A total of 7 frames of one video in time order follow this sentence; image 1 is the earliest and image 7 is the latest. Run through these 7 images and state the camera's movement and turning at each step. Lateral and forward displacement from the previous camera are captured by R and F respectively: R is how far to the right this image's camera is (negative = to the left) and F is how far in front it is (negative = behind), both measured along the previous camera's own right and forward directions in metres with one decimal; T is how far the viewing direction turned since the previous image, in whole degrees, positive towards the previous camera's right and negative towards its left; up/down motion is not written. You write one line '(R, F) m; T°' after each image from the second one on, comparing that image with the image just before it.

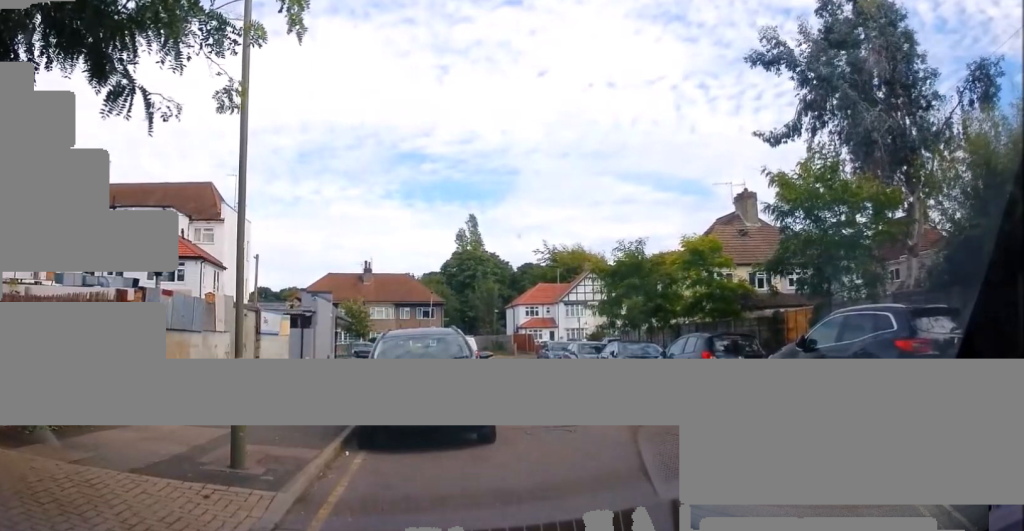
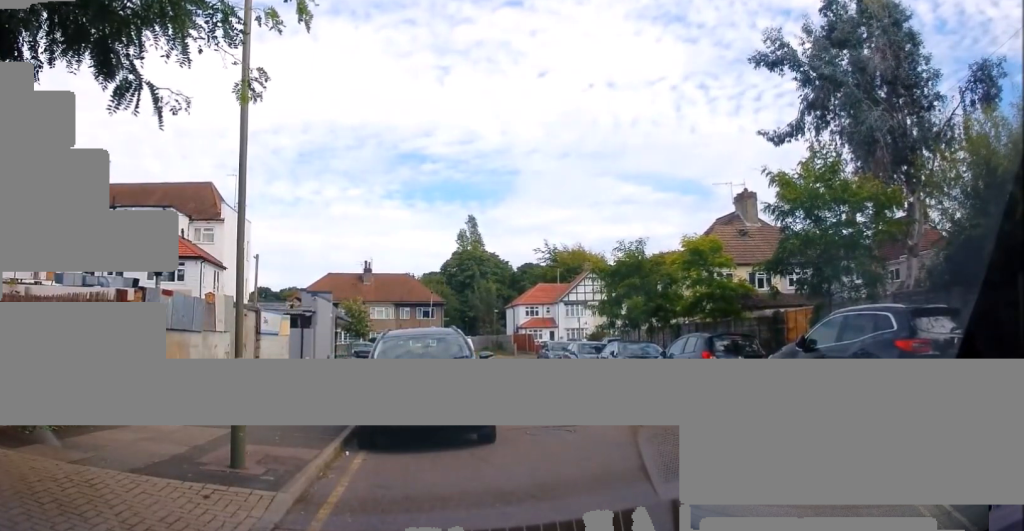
(0.0, 0.0) m; 0°
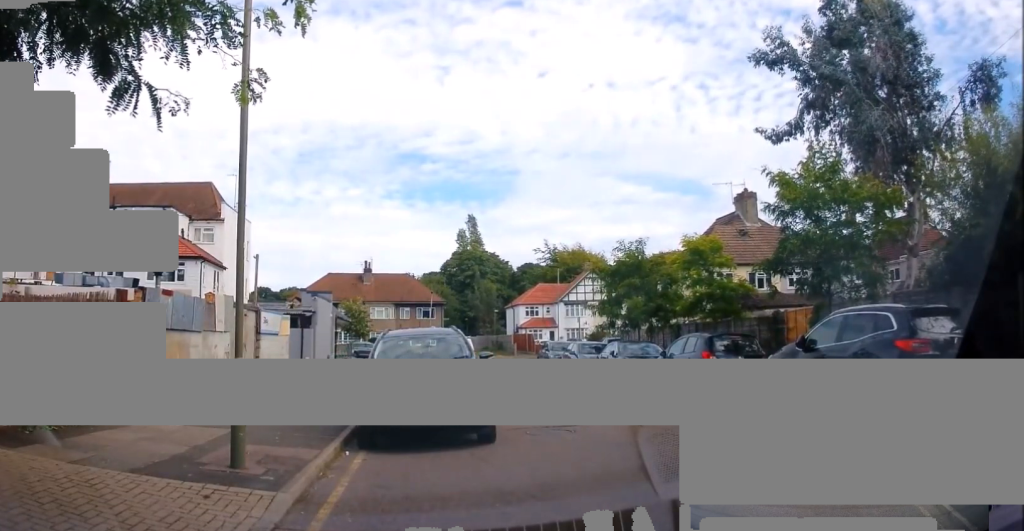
(0.0, 0.0) m; 0°
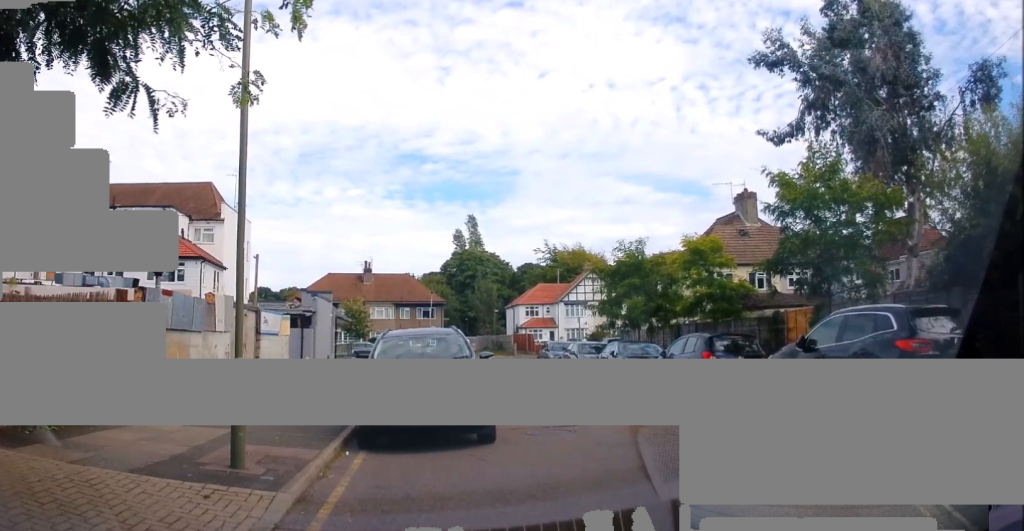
(0.0, 0.0) m; 0°
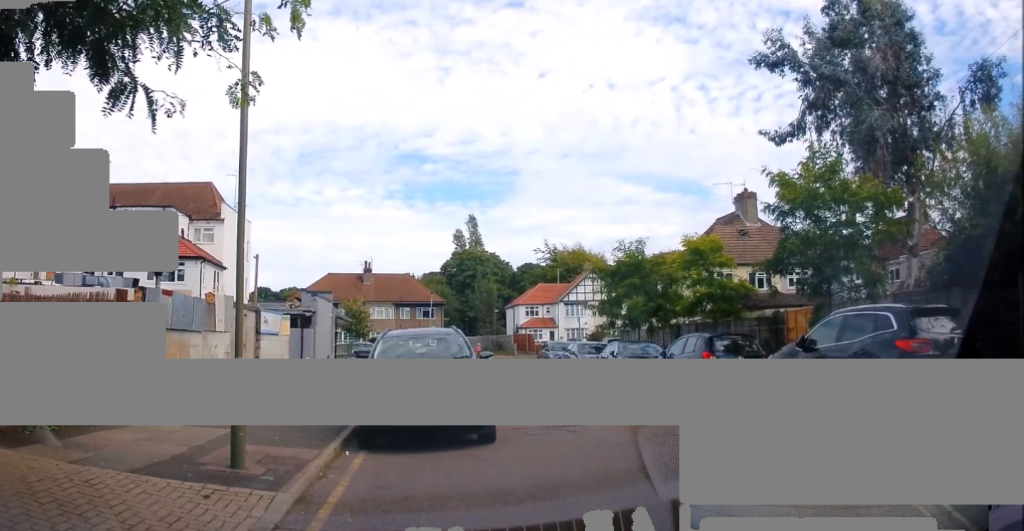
(0.0, 0.0) m; 0°
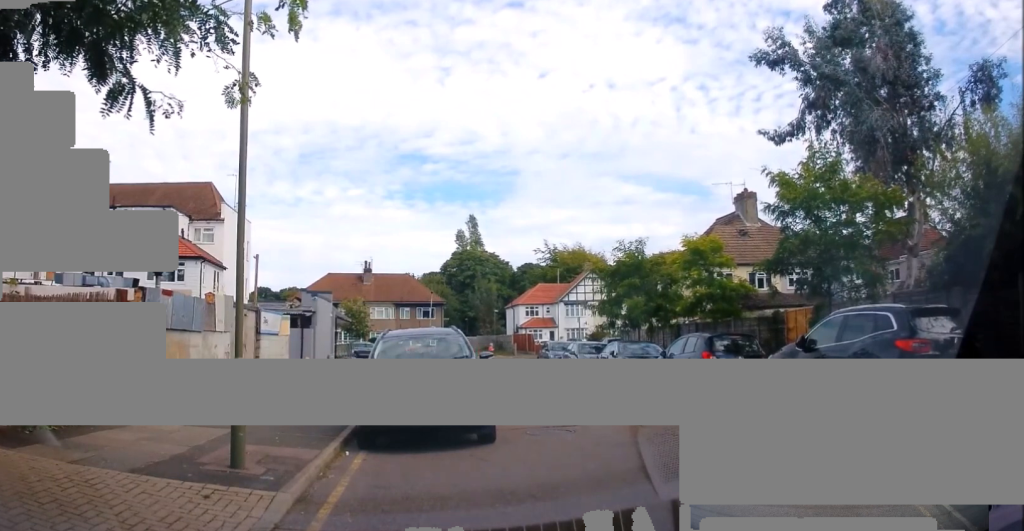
(0.0, 0.0) m; 0°
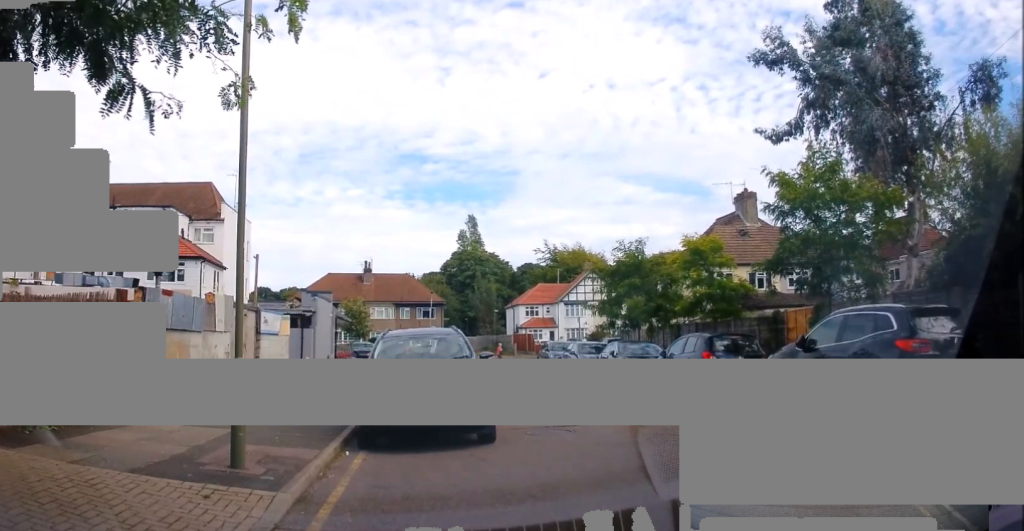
(0.0, 0.0) m; 0°
